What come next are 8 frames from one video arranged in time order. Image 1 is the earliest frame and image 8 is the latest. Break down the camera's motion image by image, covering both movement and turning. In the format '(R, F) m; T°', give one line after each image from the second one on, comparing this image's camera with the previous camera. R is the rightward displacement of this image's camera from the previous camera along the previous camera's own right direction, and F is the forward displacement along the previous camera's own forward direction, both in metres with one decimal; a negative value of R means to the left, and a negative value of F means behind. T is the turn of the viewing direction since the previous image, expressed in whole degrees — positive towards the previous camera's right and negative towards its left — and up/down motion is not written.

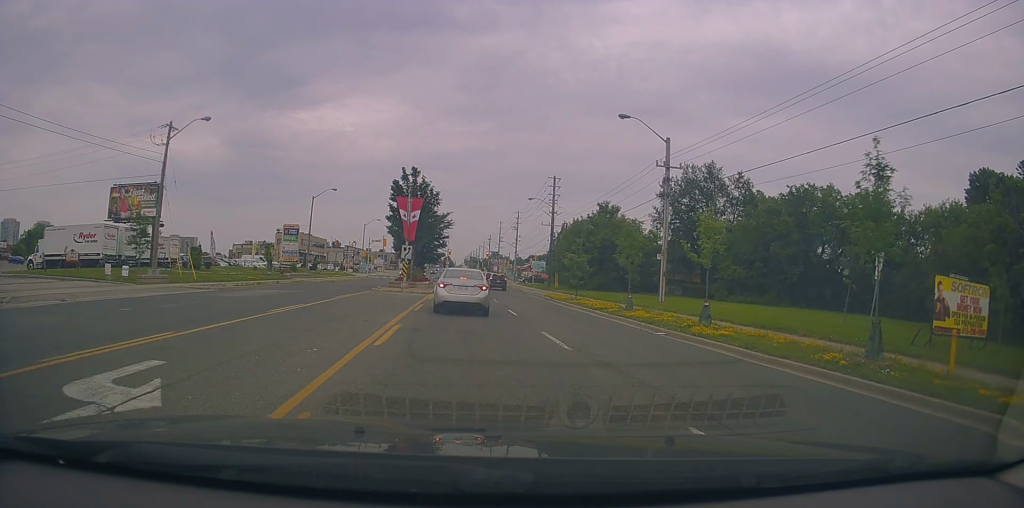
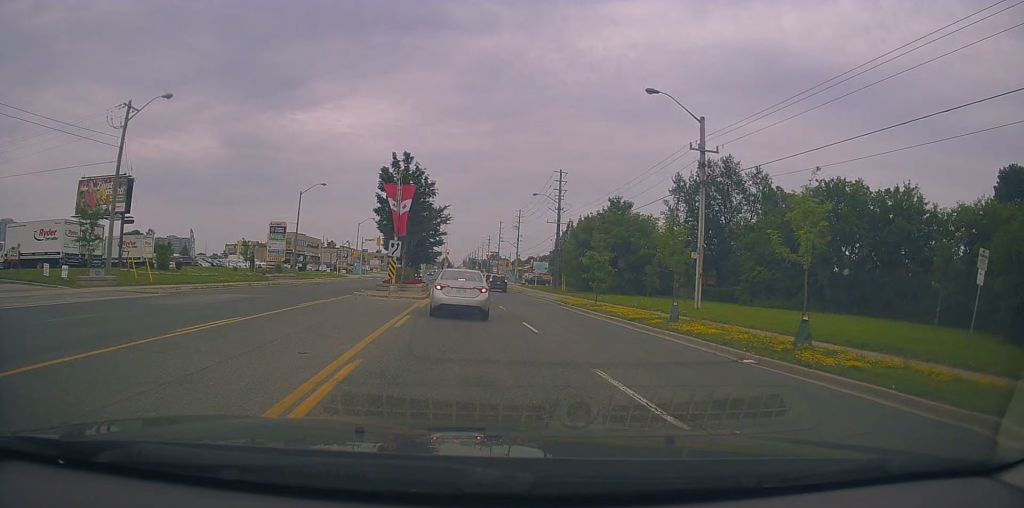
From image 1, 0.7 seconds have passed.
(0.0, +6.3) m; 0°
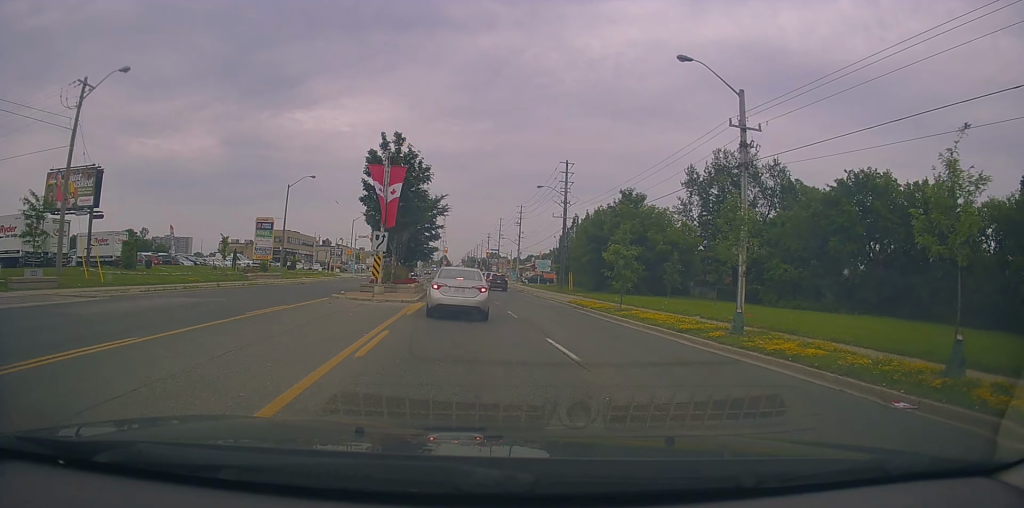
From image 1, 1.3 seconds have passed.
(-0.1, +5.5) m; 0°
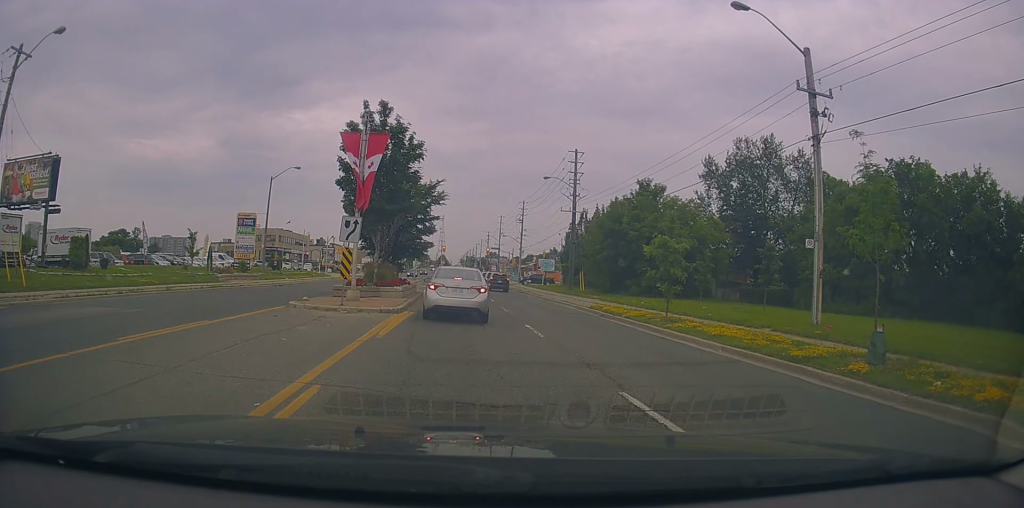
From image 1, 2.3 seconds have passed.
(+0.2, +6.4) m; +3°
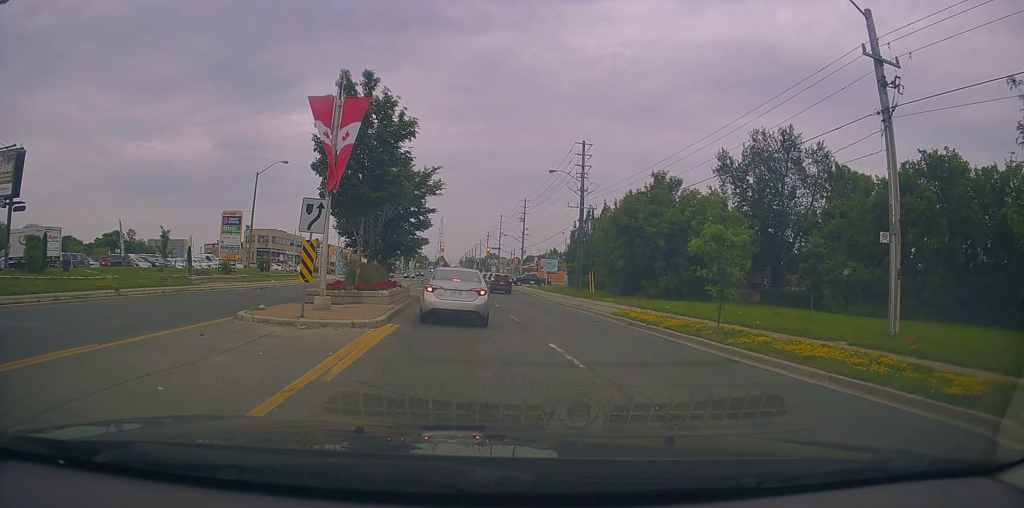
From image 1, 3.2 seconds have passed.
(+0.1, +4.5) m; -2°
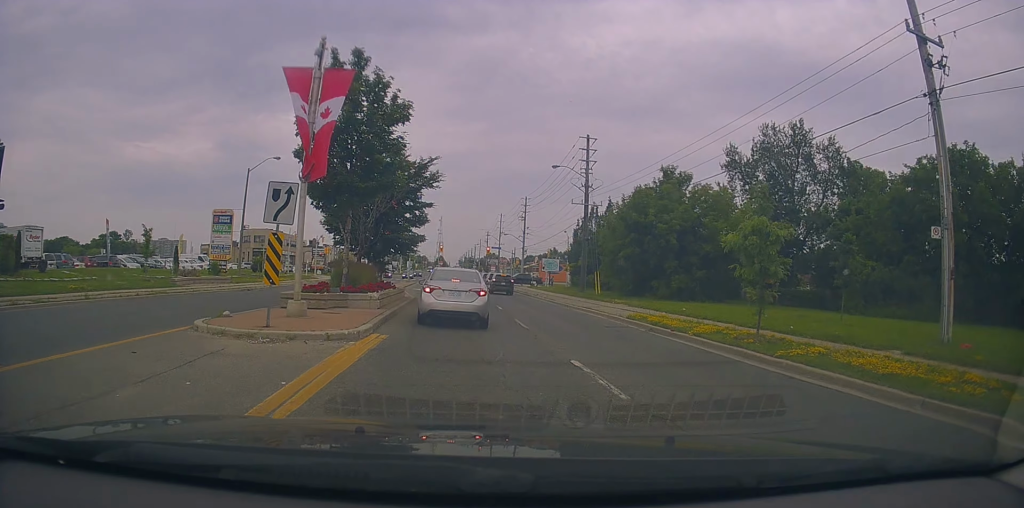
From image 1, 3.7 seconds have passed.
(-0.1, +2.4) m; -1°
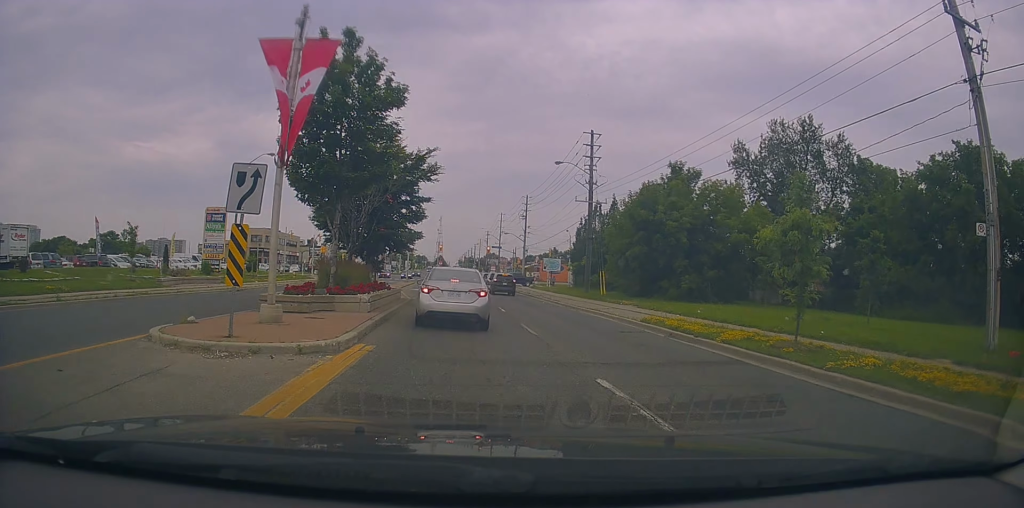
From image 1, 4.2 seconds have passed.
(-0.1, +1.9) m; -1°
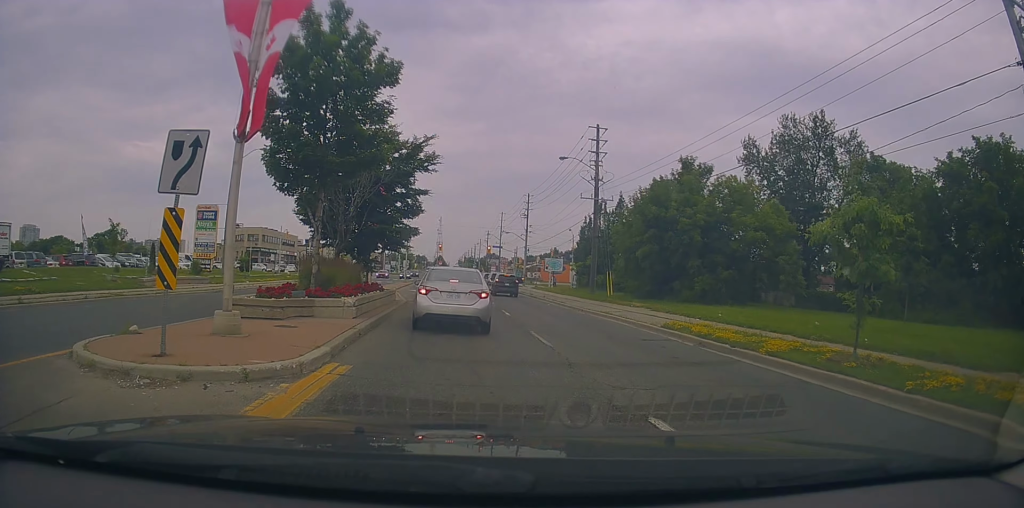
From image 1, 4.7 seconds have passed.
(+0.1, +2.2) m; +1°
